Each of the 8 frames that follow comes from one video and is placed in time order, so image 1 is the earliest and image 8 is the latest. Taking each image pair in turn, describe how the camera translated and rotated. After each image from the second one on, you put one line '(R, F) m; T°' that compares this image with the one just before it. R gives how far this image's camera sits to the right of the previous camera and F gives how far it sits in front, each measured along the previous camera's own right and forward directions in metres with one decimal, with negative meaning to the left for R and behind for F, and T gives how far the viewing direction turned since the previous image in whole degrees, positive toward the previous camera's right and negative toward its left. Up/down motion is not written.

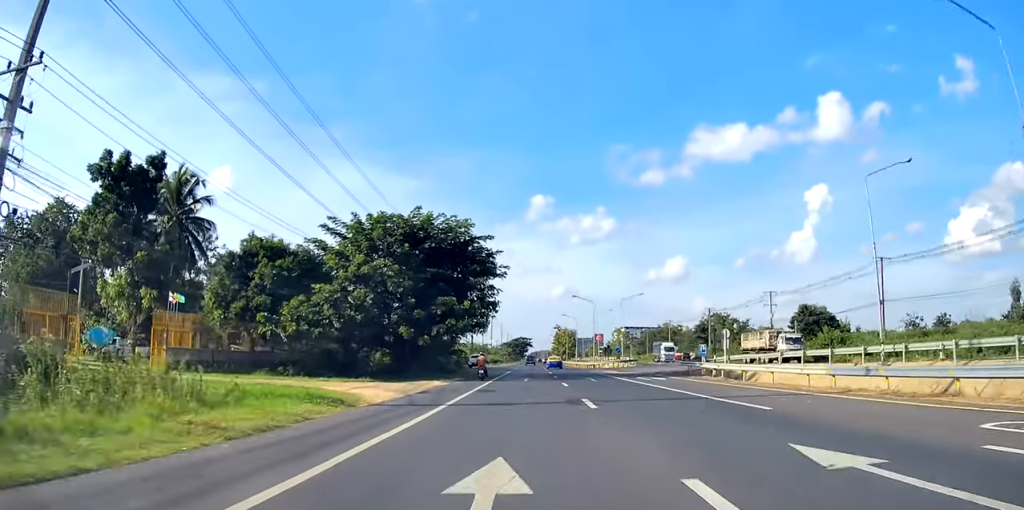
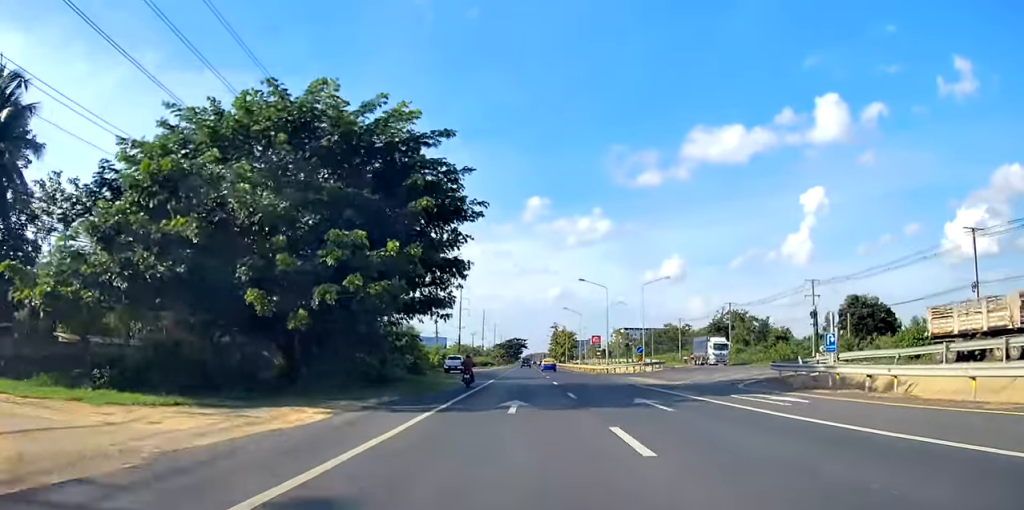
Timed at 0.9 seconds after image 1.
(+0.2, +20.1) m; 0°
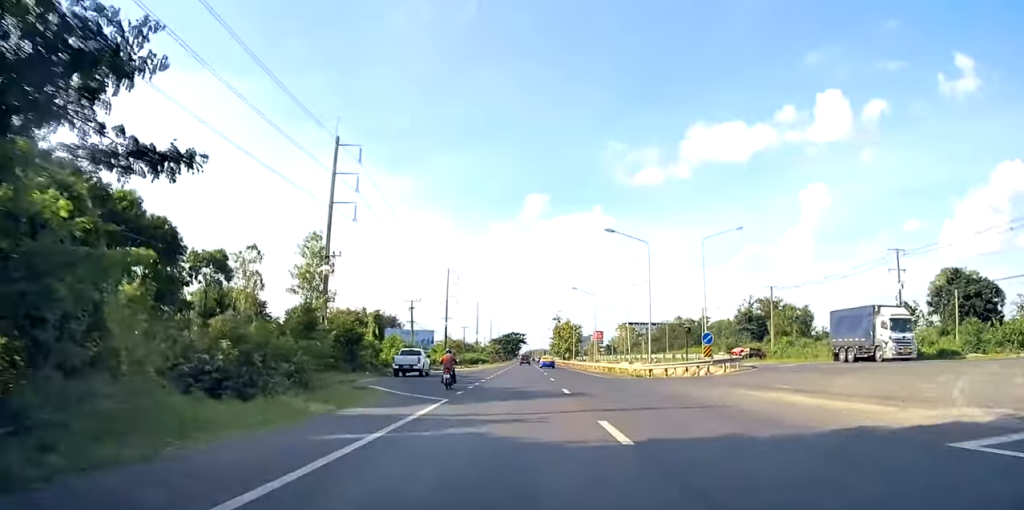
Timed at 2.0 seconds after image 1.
(-0.2, +25.0) m; -1°
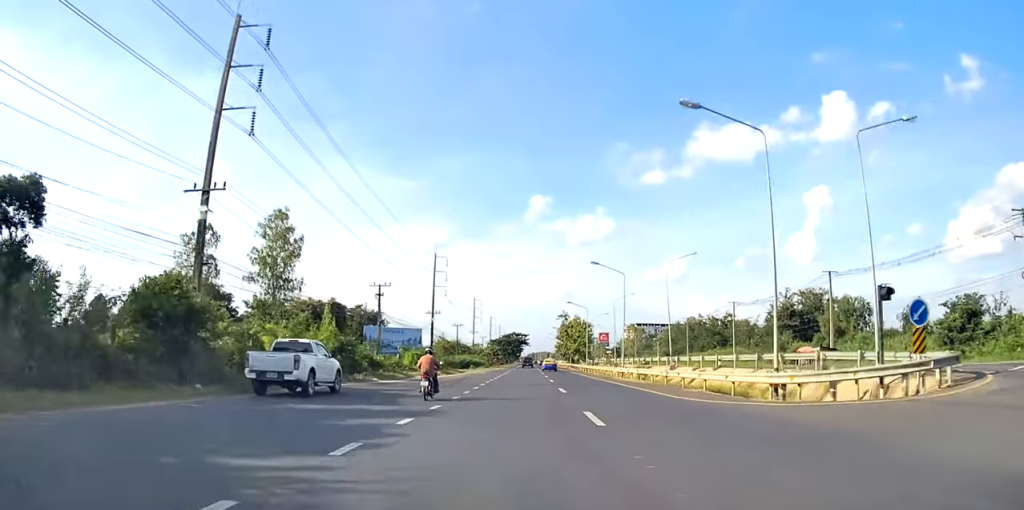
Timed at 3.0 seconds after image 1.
(-0.2, +21.0) m; 0°
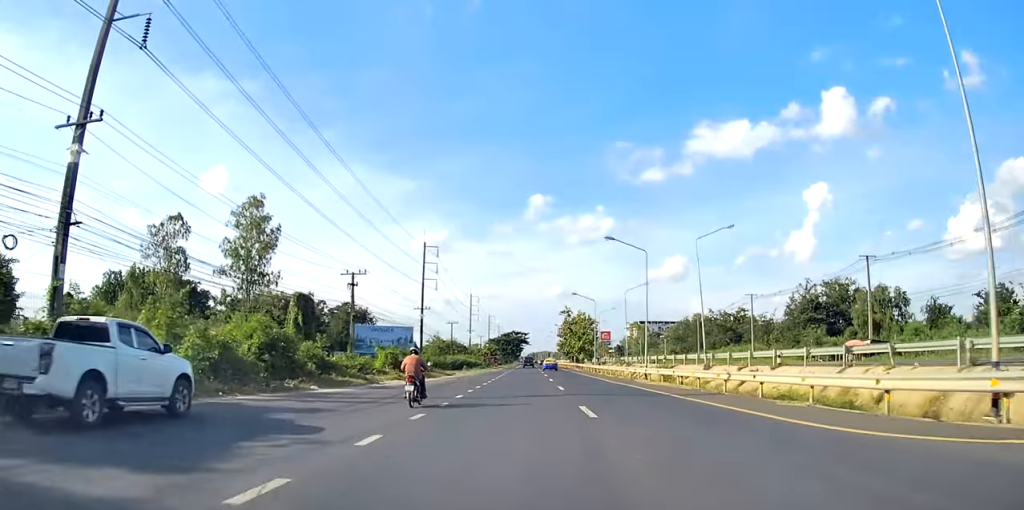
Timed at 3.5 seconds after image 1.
(+0.2, +11.4) m; +1°
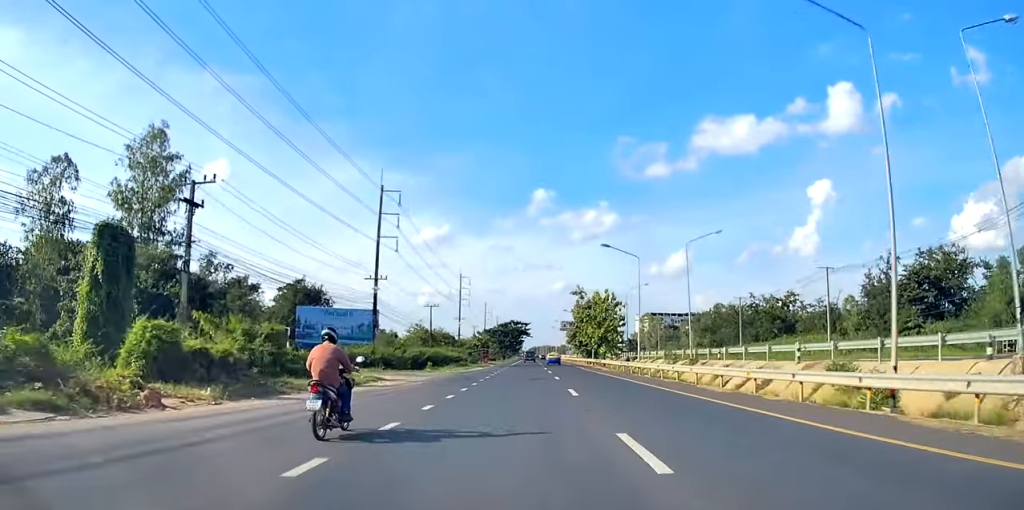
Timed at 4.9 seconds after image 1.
(+0.3, +31.6) m; +1°
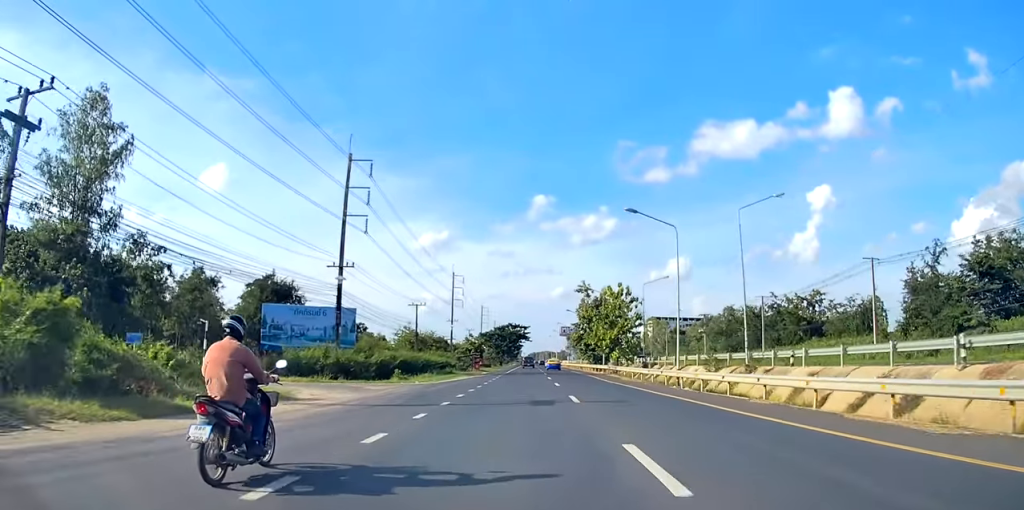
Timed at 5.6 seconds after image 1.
(+0.3, +14.0) m; -1°
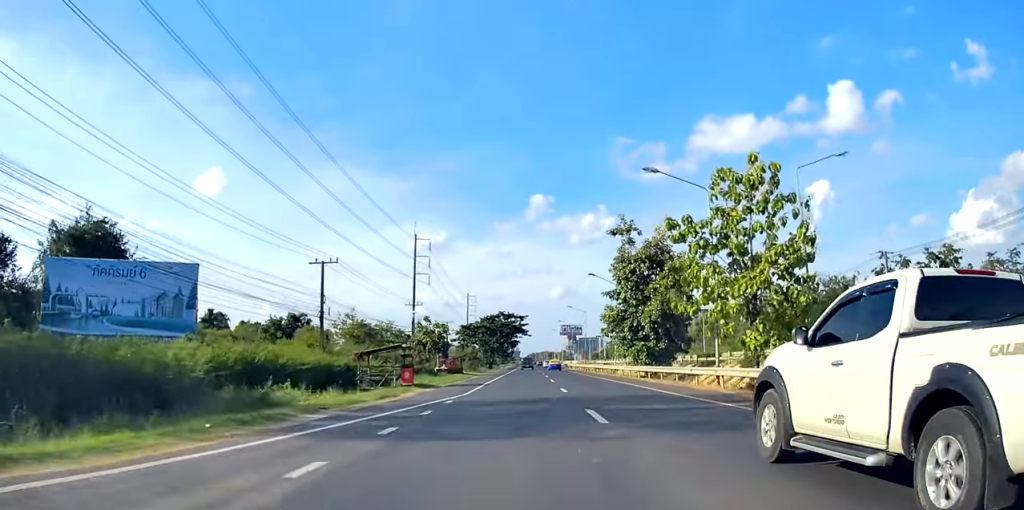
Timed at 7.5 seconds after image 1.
(-1.3, +43.4) m; 0°
